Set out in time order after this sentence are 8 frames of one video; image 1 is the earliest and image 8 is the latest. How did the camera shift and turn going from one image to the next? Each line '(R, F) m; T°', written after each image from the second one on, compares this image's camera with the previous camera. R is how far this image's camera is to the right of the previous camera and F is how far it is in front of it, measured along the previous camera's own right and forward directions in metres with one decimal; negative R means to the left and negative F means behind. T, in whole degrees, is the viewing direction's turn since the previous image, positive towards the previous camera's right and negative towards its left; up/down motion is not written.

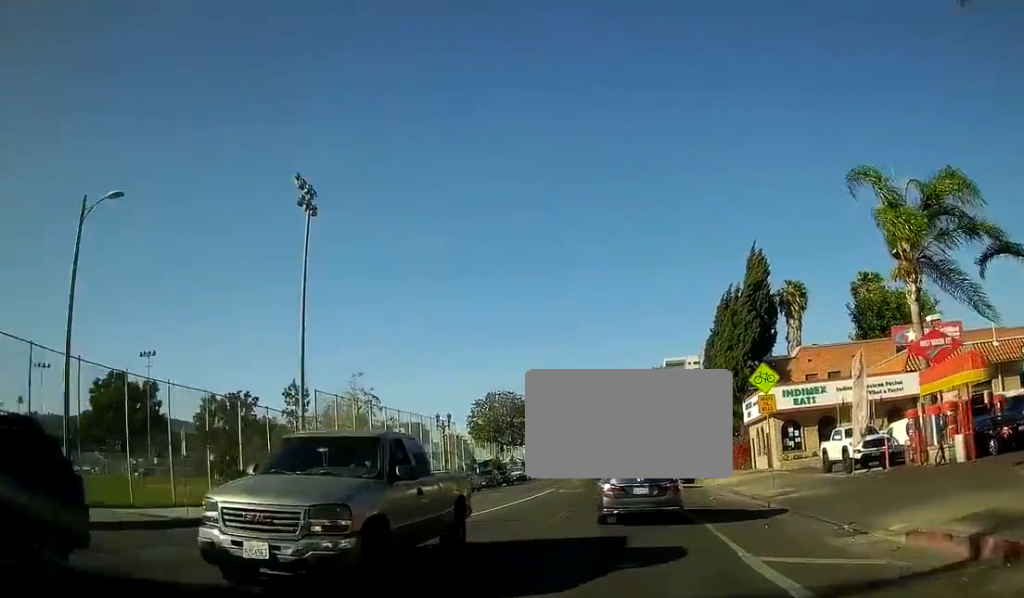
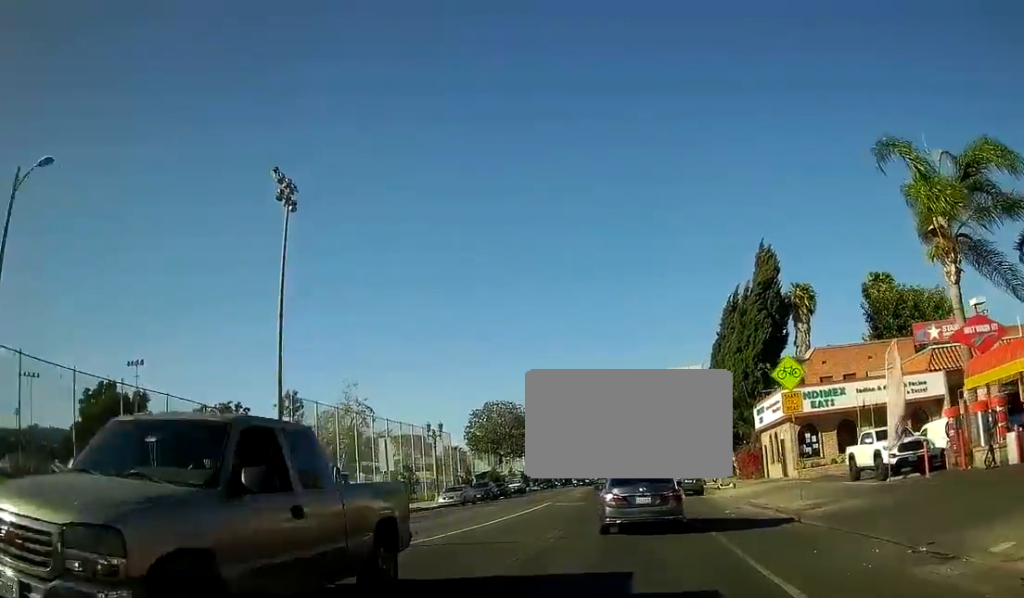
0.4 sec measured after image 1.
(0.0, +3.3) m; 0°
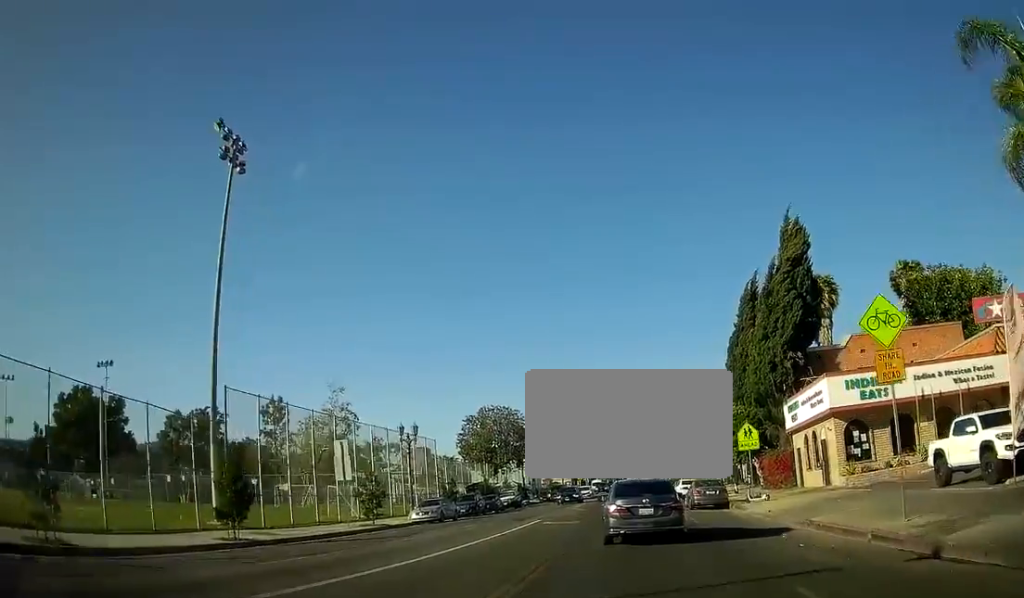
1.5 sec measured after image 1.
(0.0, +7.7) m; 0°
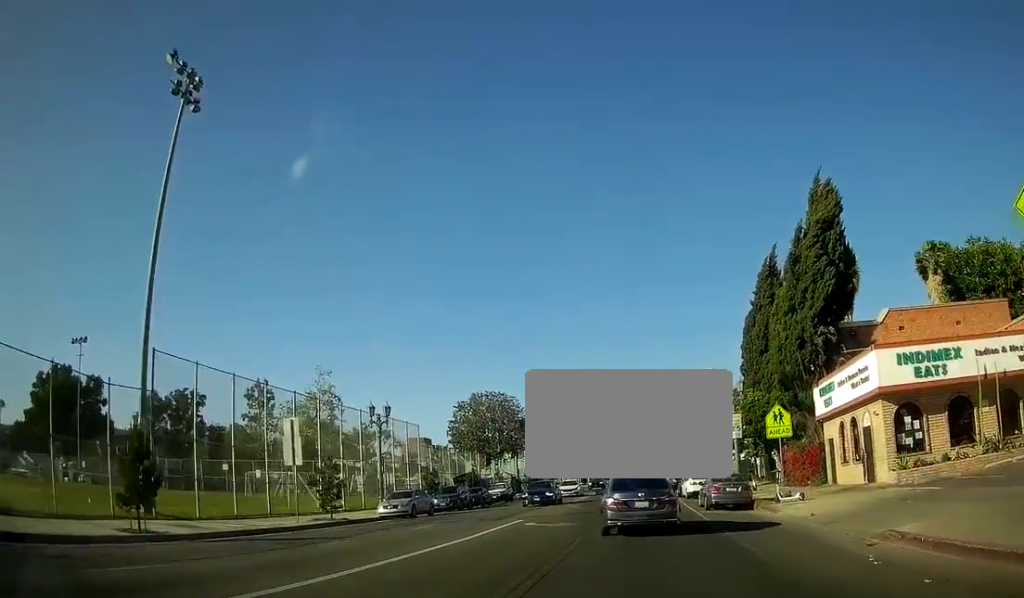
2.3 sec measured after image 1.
(0.0, +6.2) m; 0°
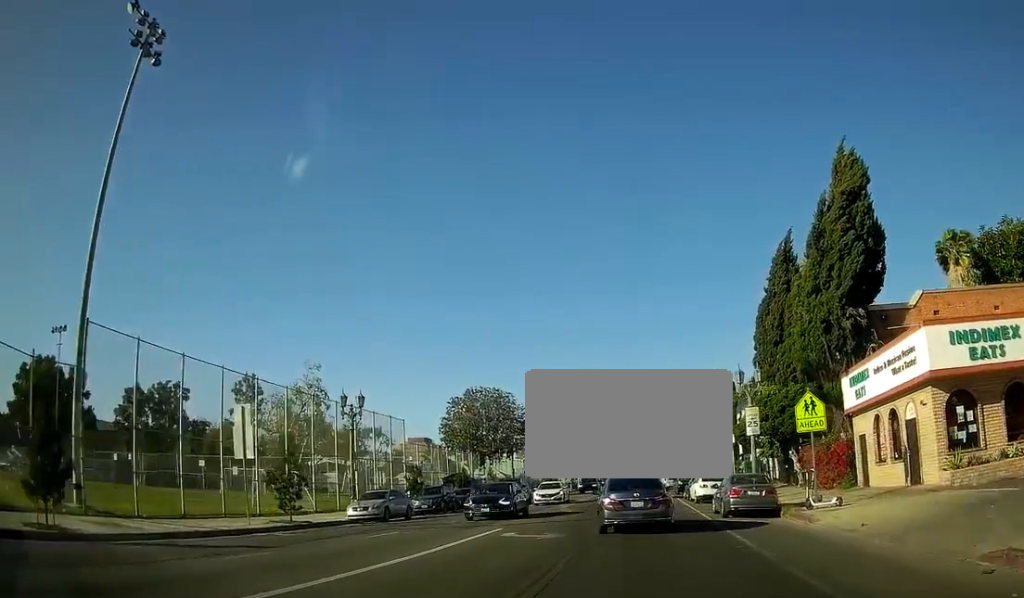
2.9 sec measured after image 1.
(0.0, +4.5) m; 0°
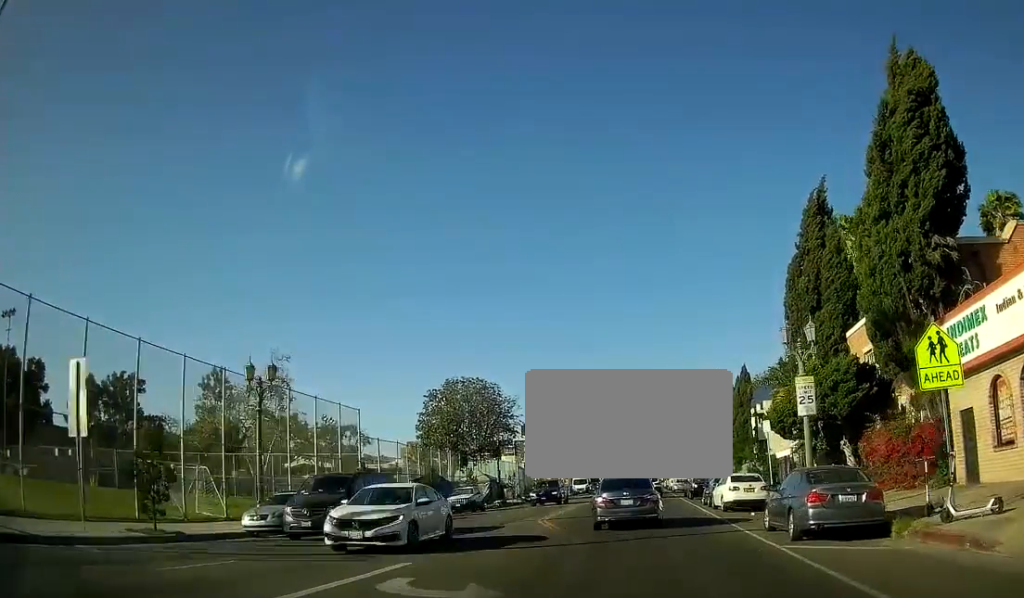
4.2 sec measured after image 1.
(-0.1, +9.7) m; -2°
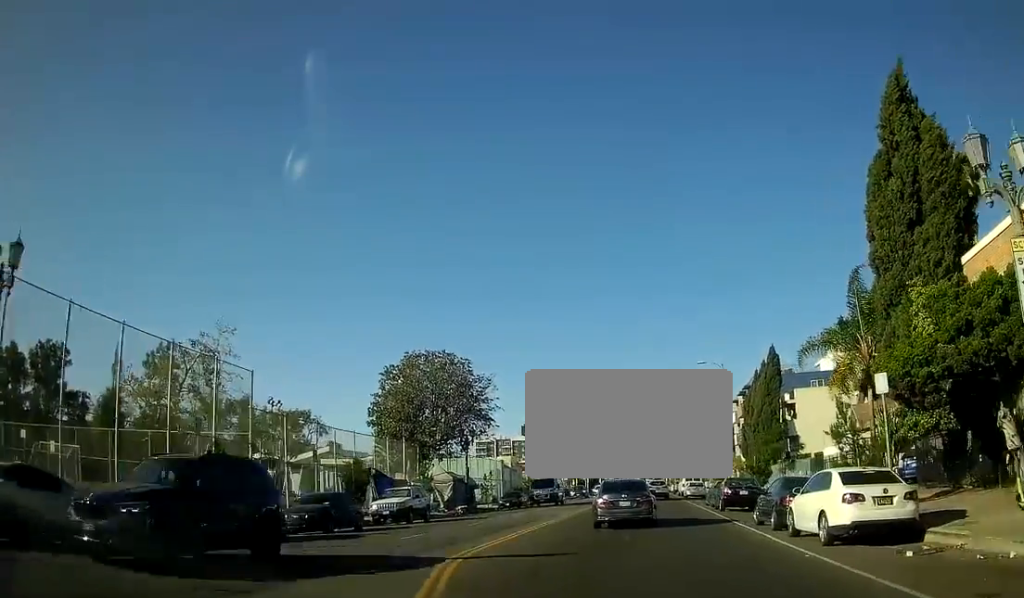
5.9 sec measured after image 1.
(-0.3, +13.6) m; -2°
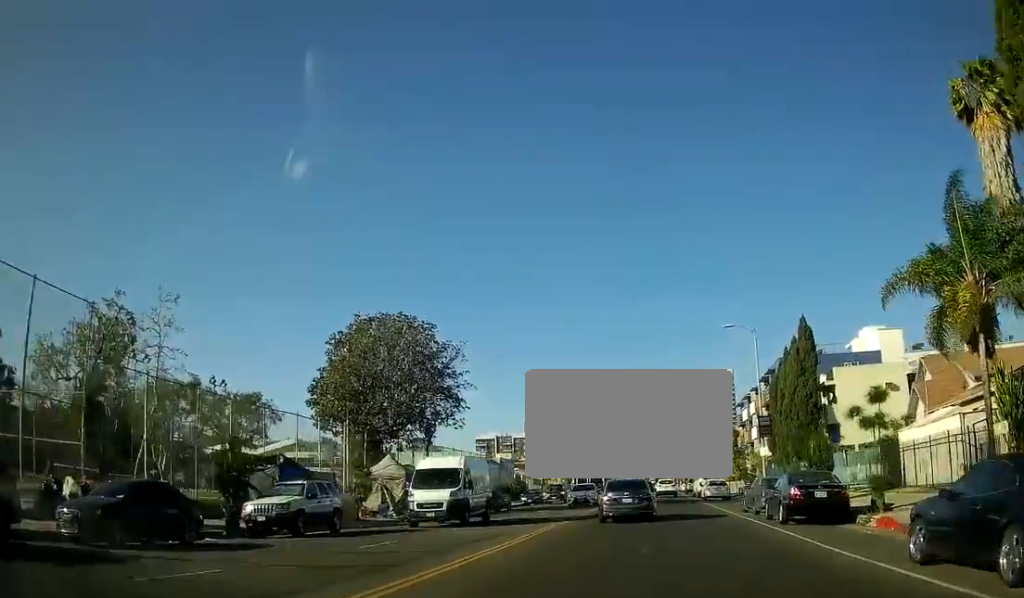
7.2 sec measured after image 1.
(0.0, +11.2) m; 0°
